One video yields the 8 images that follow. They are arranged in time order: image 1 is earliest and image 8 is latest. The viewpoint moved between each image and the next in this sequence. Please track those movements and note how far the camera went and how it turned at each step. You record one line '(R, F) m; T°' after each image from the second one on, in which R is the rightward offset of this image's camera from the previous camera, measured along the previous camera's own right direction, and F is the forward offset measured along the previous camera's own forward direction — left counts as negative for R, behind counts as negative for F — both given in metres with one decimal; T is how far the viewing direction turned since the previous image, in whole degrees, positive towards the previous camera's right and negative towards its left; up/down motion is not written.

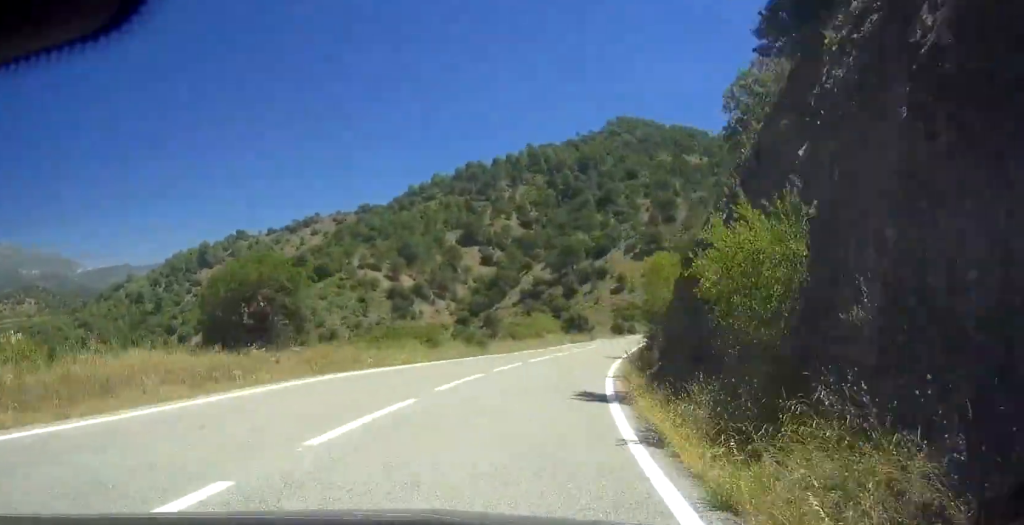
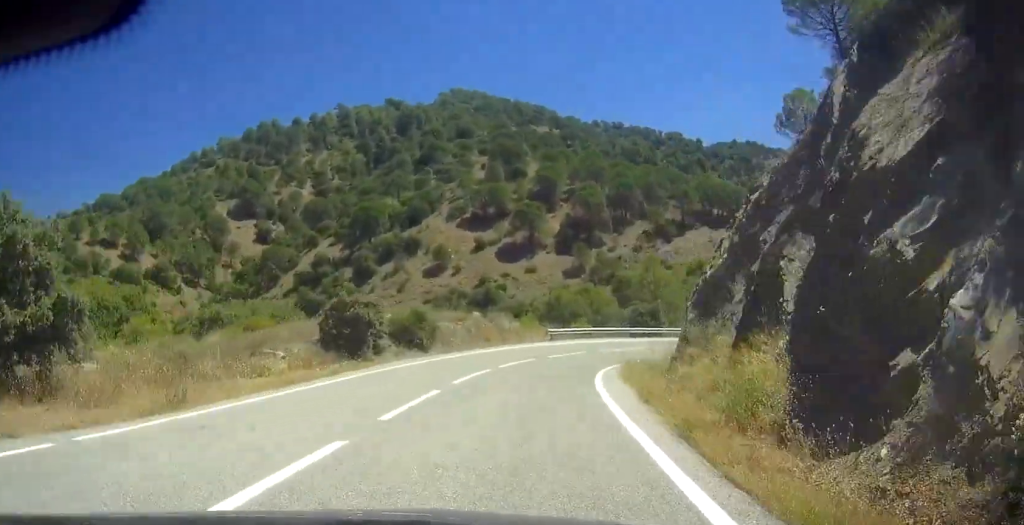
(+14.6, +88.3) m; +26°
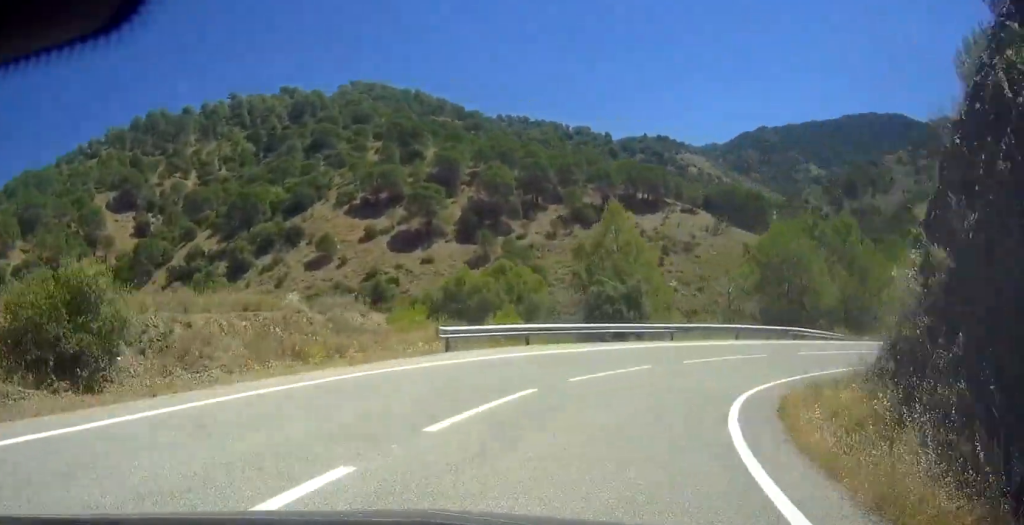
(-3.8, +27.3) m; +17°
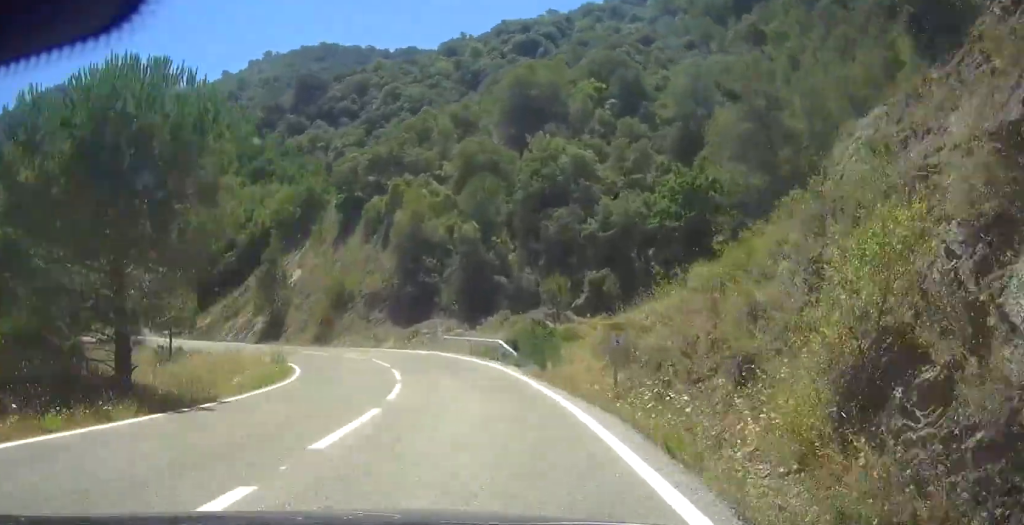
(+39.8, +63.6) m; +30°
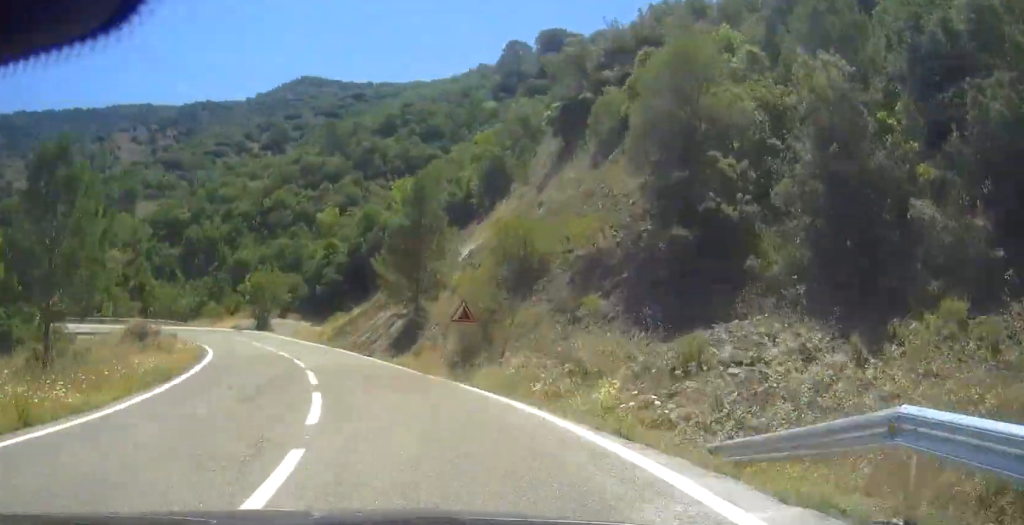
(-0.3, +30.9) m; -12°
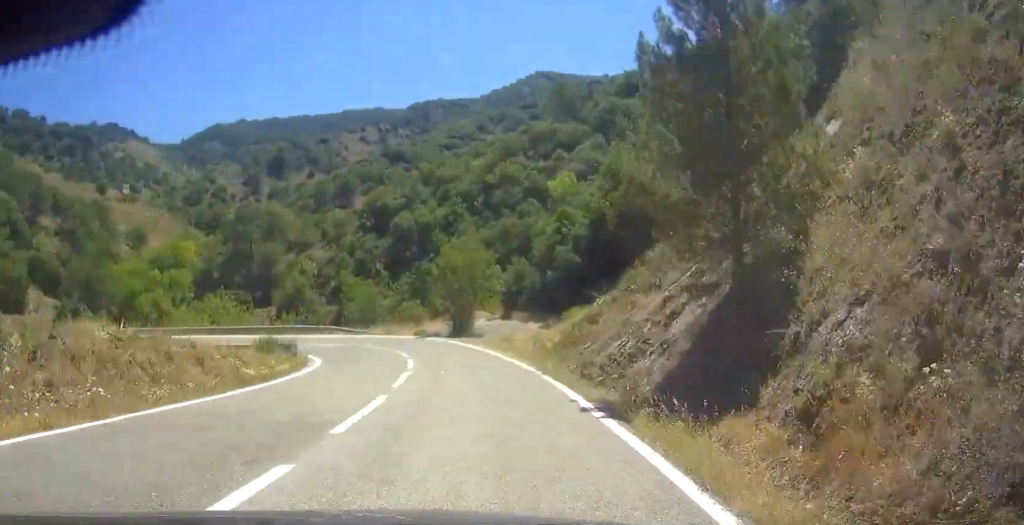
(-1.4, +20.4) m; -15°
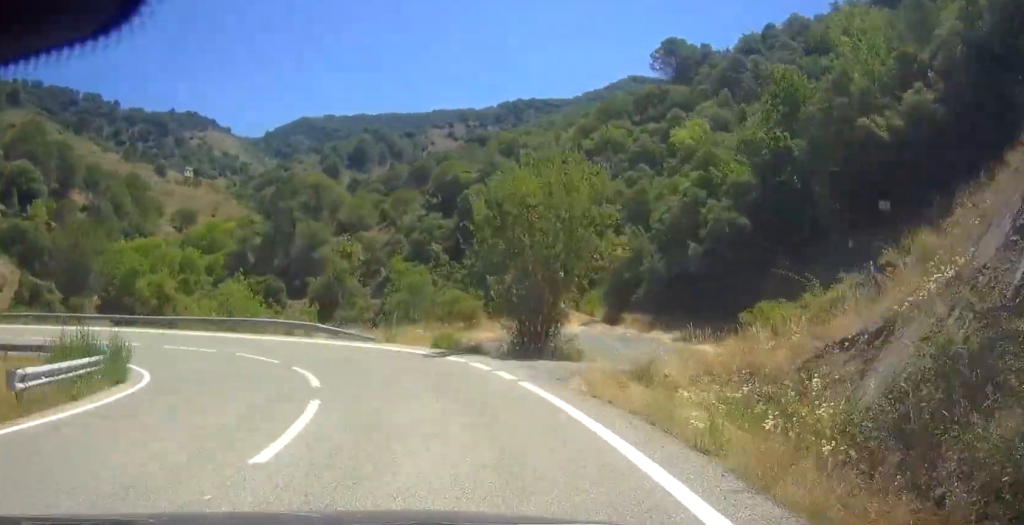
(-1.9, +20.2) m; -21°
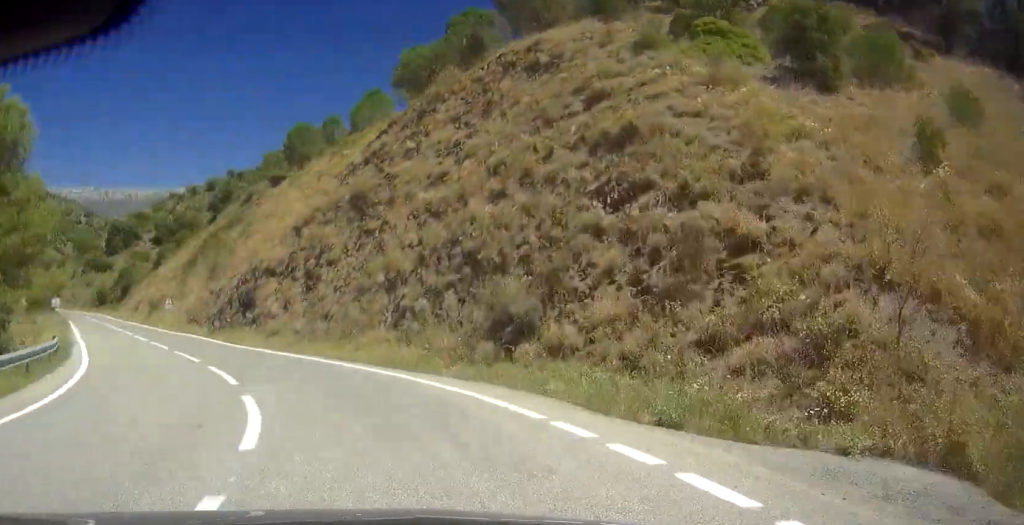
(-42.2, +38.3) m; -89°
